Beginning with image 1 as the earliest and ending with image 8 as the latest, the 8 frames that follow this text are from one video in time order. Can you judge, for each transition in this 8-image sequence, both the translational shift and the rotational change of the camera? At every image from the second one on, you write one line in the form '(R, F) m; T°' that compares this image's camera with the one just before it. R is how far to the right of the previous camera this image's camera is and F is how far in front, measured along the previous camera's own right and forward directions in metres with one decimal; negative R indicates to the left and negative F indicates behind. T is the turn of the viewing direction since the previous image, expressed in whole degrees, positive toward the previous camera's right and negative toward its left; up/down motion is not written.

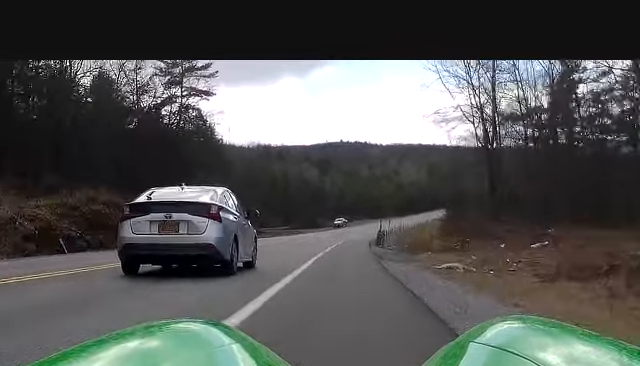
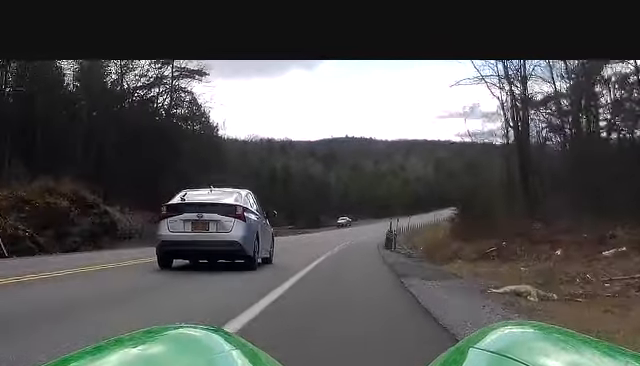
(0.0, +7.7) m; 0°
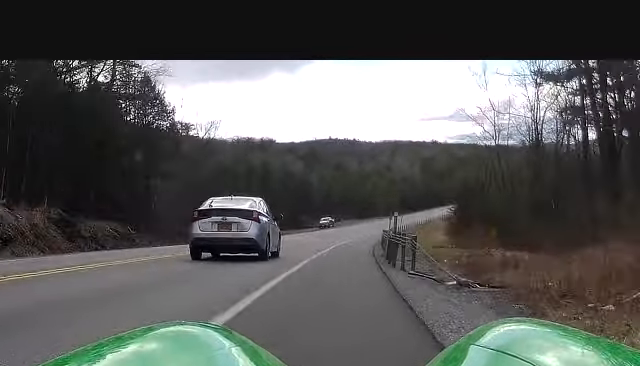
(0.0, +16.2) m; 0°
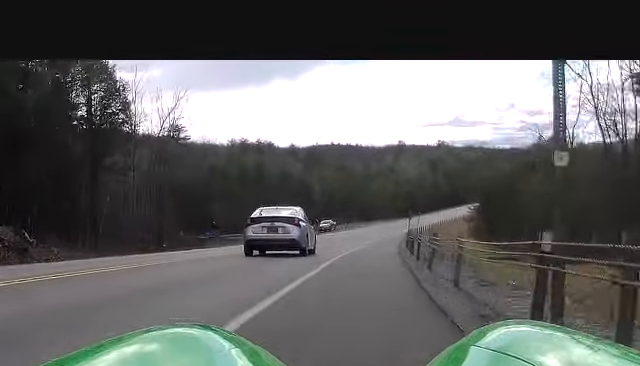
(0.0, +18.9) m; 0°
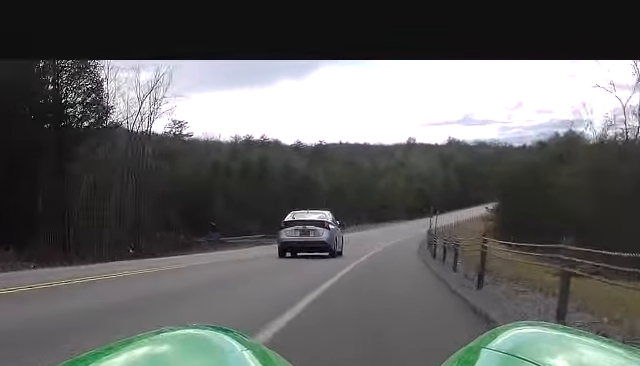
(0.0, +9.2) m; 0°
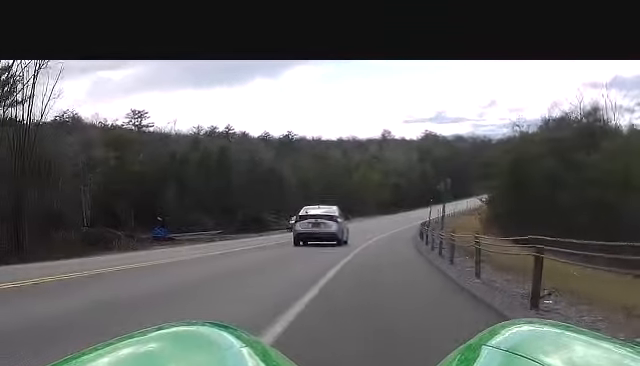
(0.0, +17.3) m; 0°
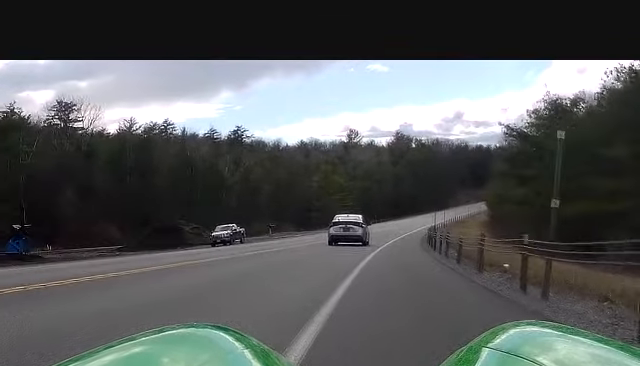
(+0.6, +35.8) m; +3°
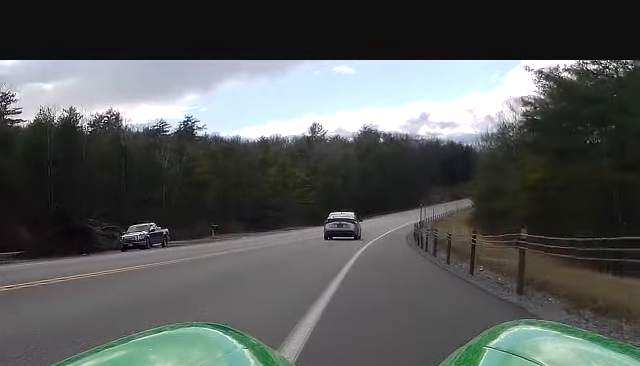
(+0.5, +19.5) m; +2°
